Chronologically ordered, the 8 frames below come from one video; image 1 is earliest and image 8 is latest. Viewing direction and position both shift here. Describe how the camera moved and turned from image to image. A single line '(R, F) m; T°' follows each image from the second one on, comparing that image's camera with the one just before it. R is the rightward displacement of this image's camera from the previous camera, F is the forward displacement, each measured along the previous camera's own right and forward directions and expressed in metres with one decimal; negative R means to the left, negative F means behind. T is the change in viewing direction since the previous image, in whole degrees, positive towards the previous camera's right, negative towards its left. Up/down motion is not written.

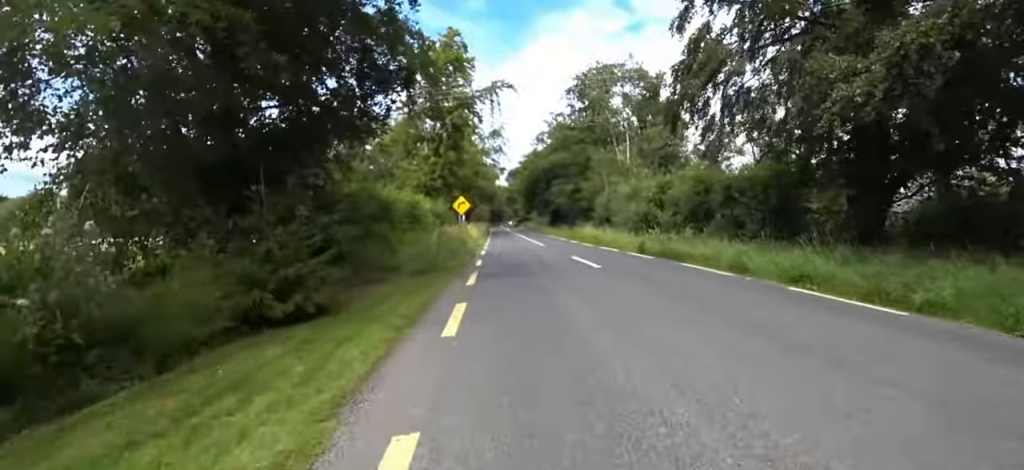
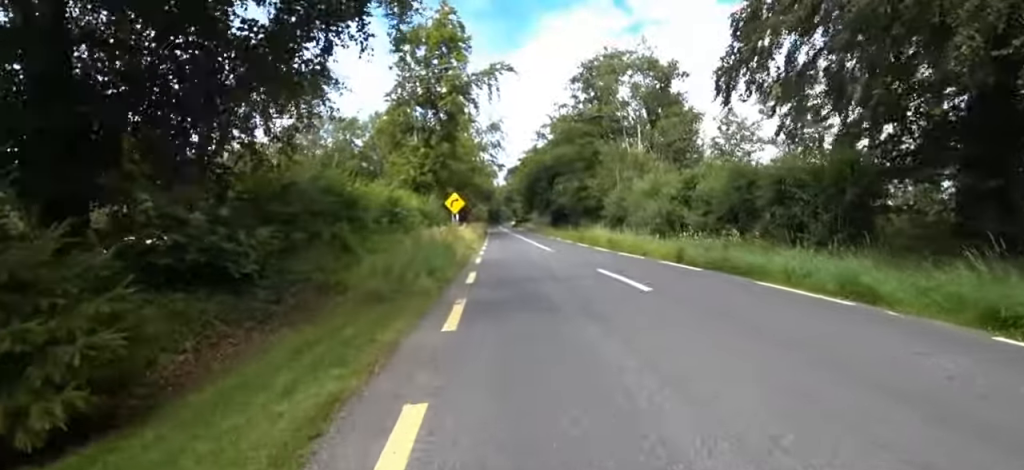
(0.0, +3.7) m; -1°
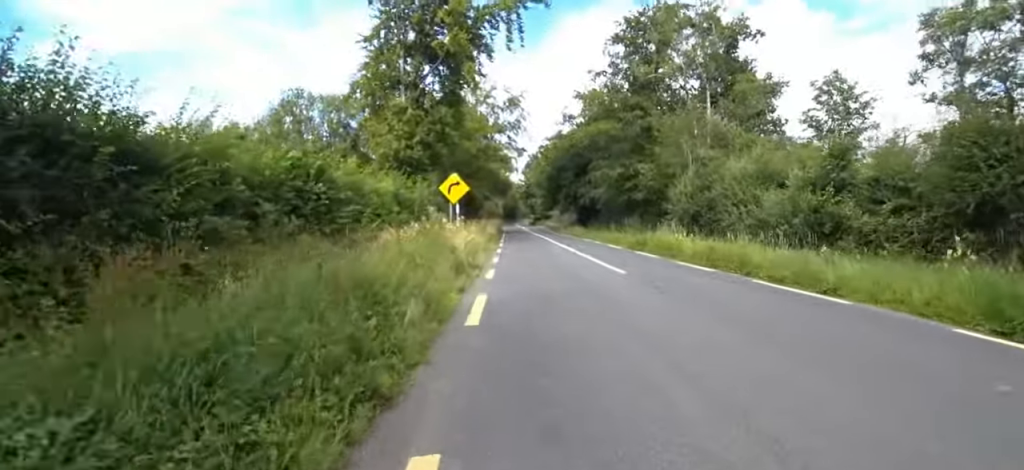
(+0.1, +8.9) m; +3°
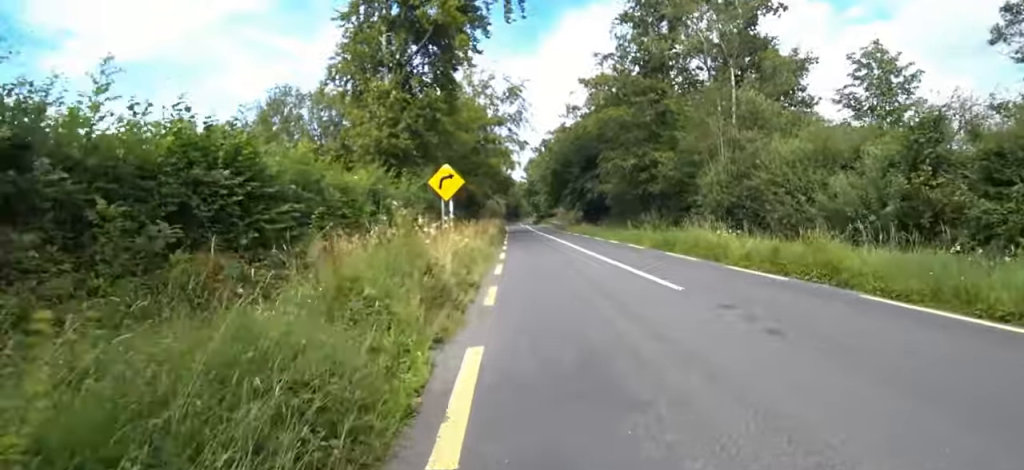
(-0.1, +3.0) m; +3°
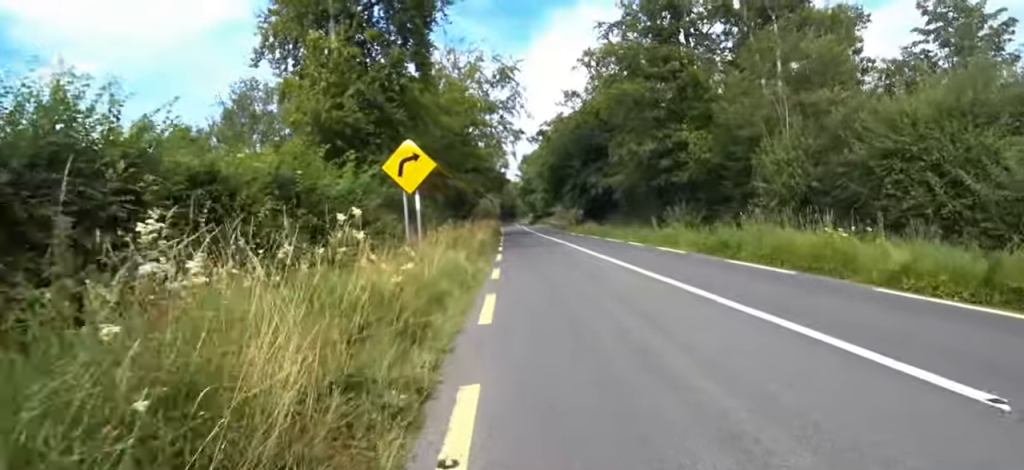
(+0.3, +5.0) m; +1°
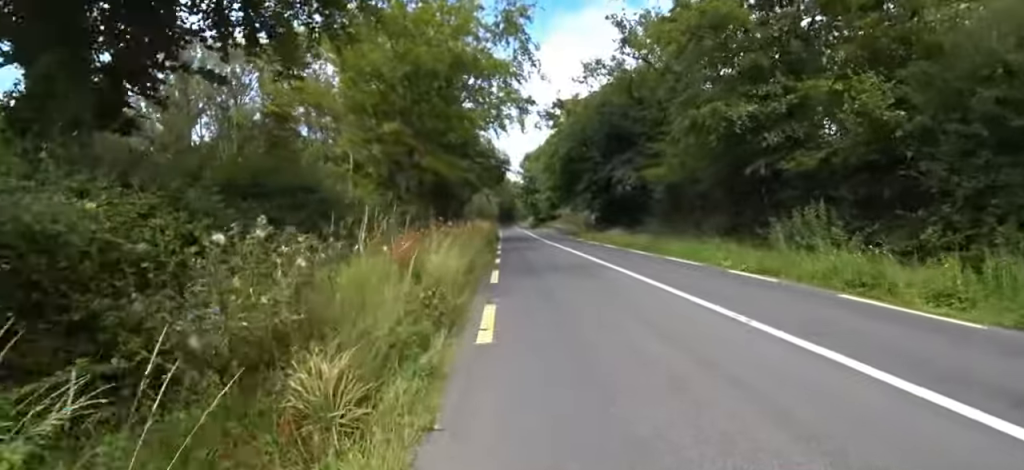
(-0.2, +9.5) m; -5°
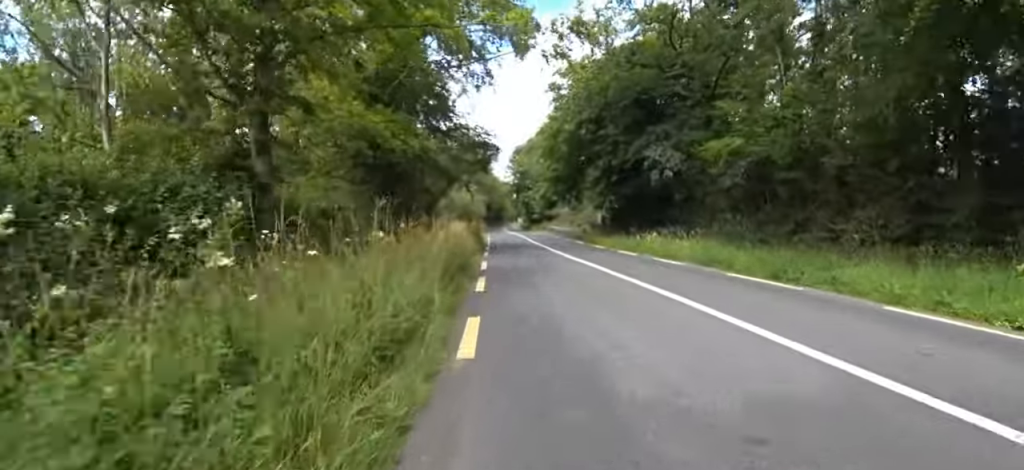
(-0.3, +9.6) m; -2°
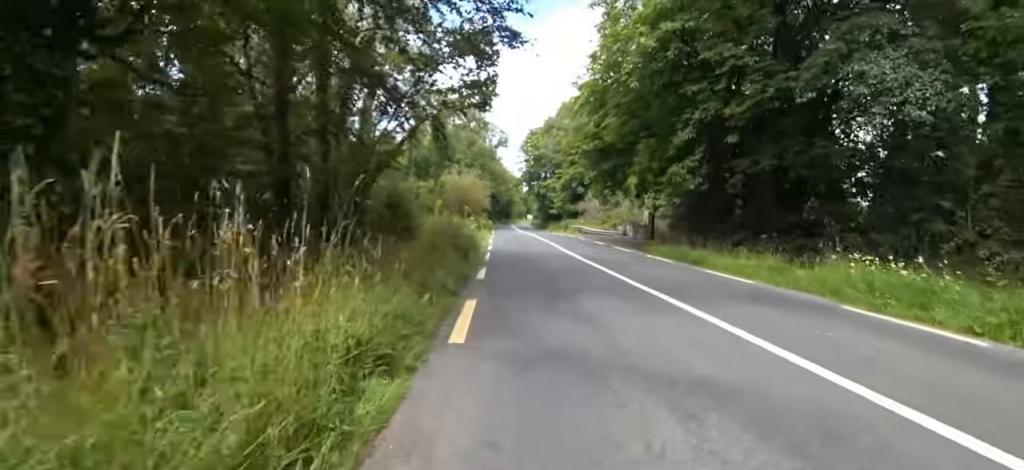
(0.0, +12.9) m; +8°
